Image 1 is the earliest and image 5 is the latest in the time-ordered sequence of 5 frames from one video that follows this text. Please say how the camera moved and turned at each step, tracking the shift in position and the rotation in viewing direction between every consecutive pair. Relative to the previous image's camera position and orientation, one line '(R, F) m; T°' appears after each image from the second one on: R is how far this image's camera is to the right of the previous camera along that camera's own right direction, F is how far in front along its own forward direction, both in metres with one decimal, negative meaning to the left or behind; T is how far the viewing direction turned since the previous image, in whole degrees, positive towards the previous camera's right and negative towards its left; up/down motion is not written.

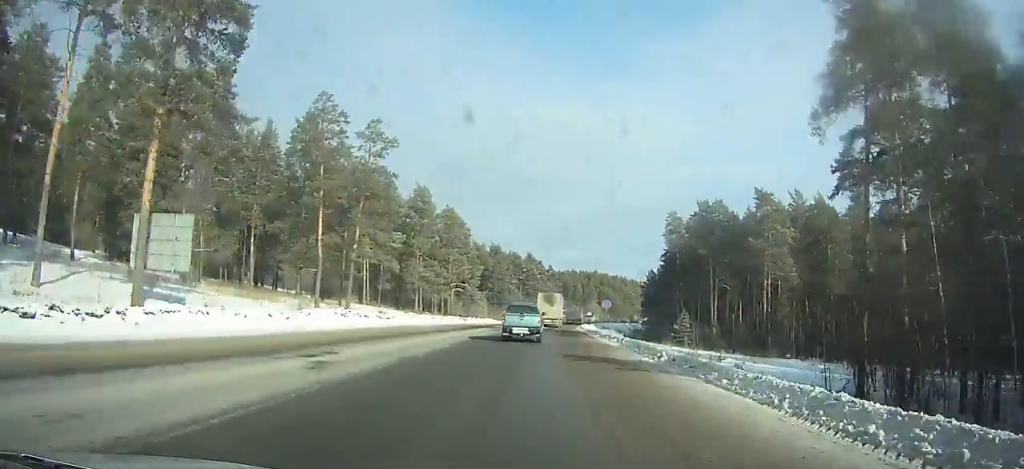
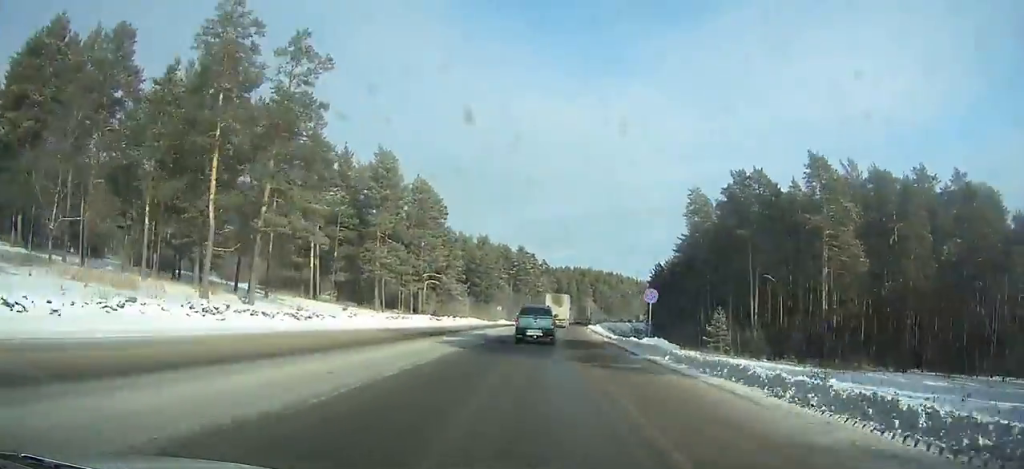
(-0.1, +20.8) m; +1°
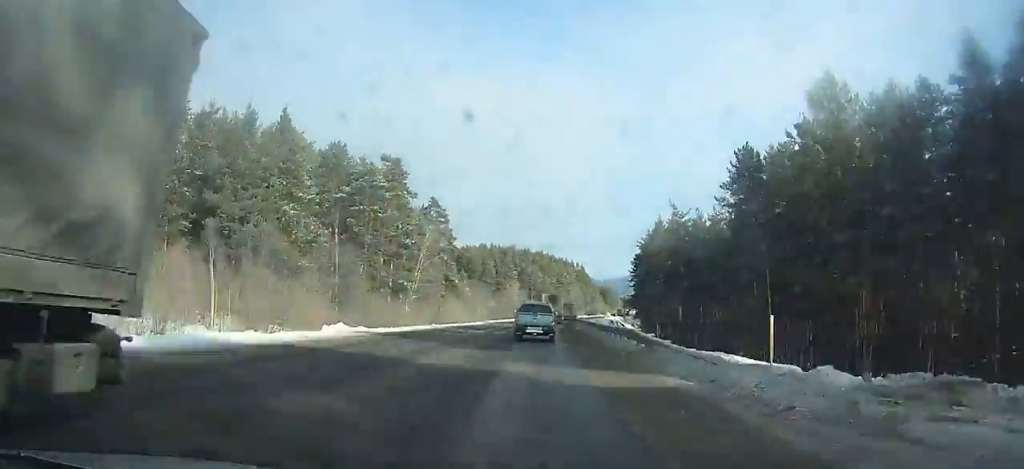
(+7.2, +109.7) m; +7°
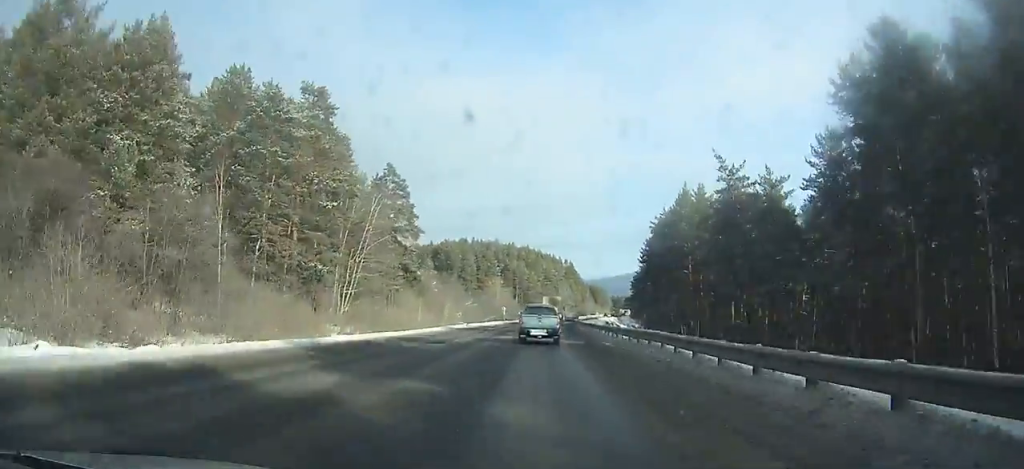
(+0.5, +26.3) m; +1°
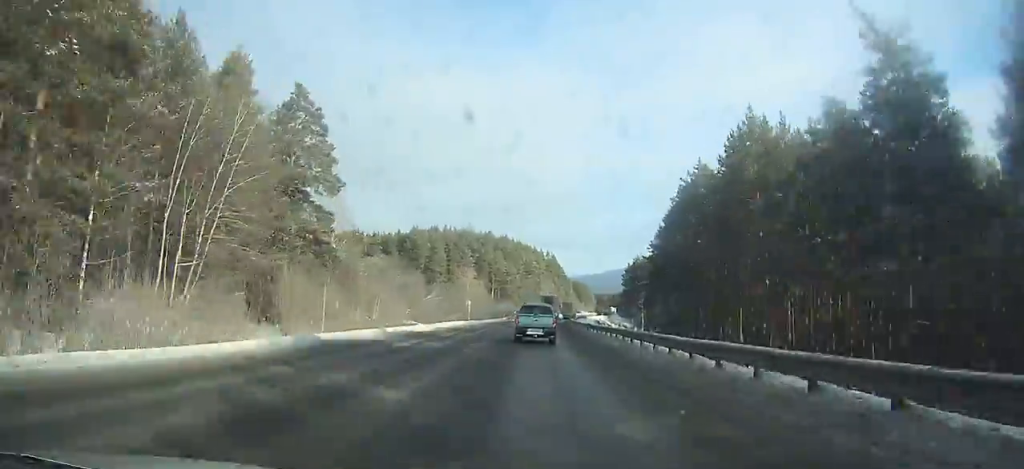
(+0.2, +30.2) m; +2°
